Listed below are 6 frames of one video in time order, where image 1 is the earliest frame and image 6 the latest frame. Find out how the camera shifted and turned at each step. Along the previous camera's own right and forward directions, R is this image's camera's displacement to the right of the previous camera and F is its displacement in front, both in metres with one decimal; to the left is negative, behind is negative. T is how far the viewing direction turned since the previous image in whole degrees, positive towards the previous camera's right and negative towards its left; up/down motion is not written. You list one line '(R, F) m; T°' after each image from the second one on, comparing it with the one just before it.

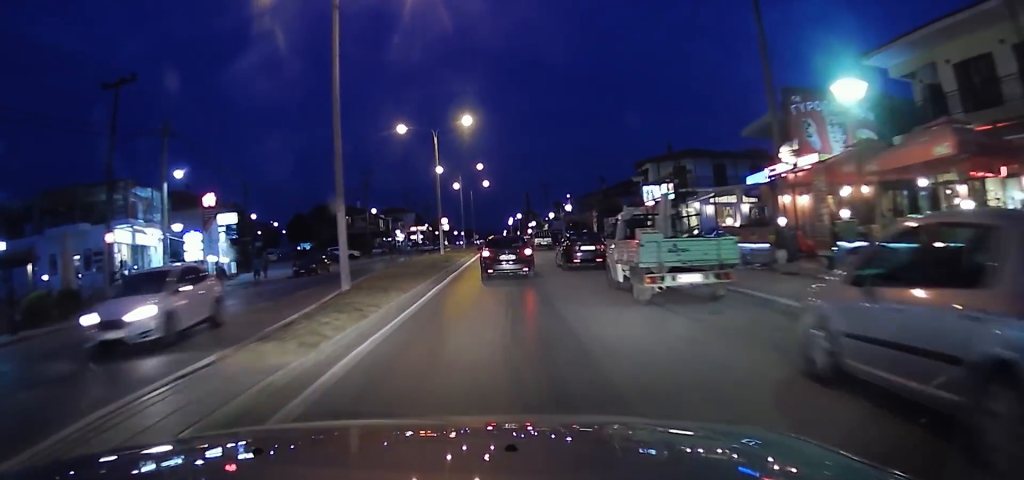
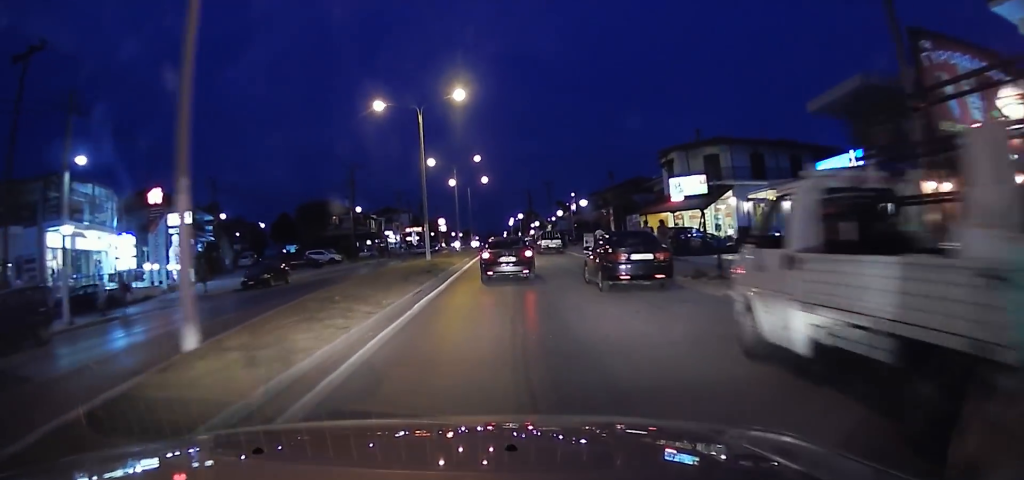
(0.0, +8.9) m; +2°
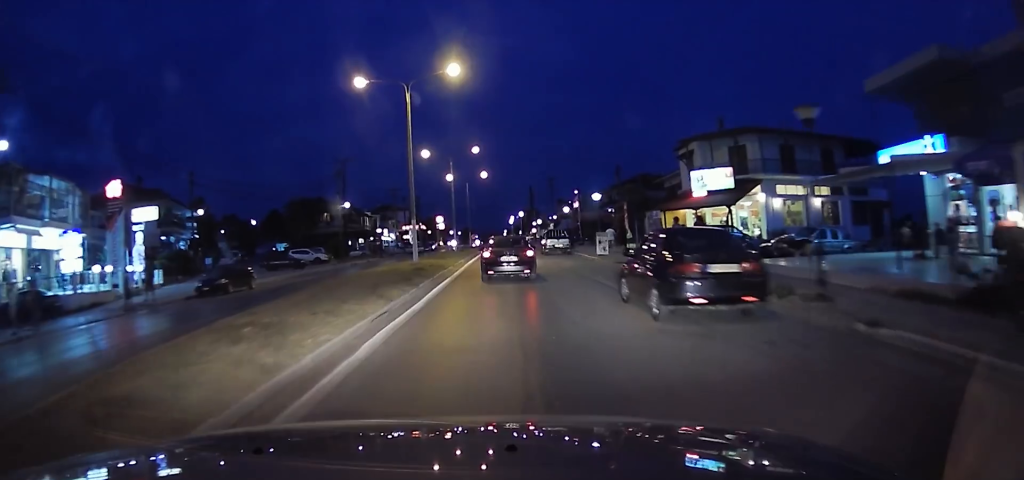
(-0.3, +5.2) m; +2°
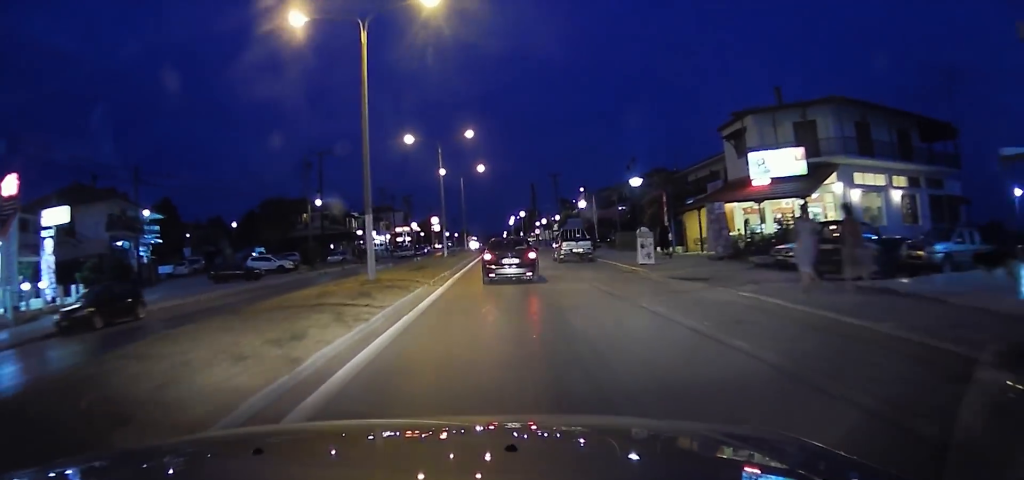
(+0.8, +9.9) m; -3°
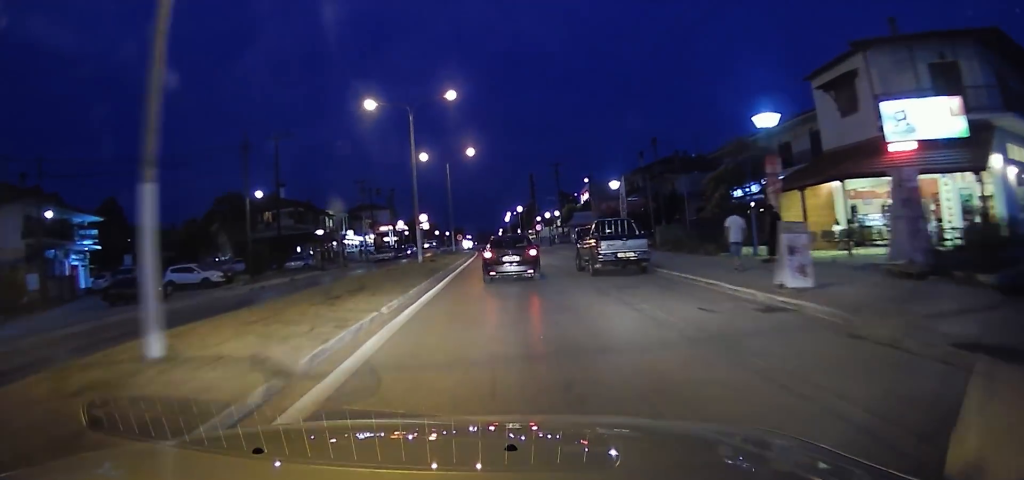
(-1.3, +12.8) m; +1°
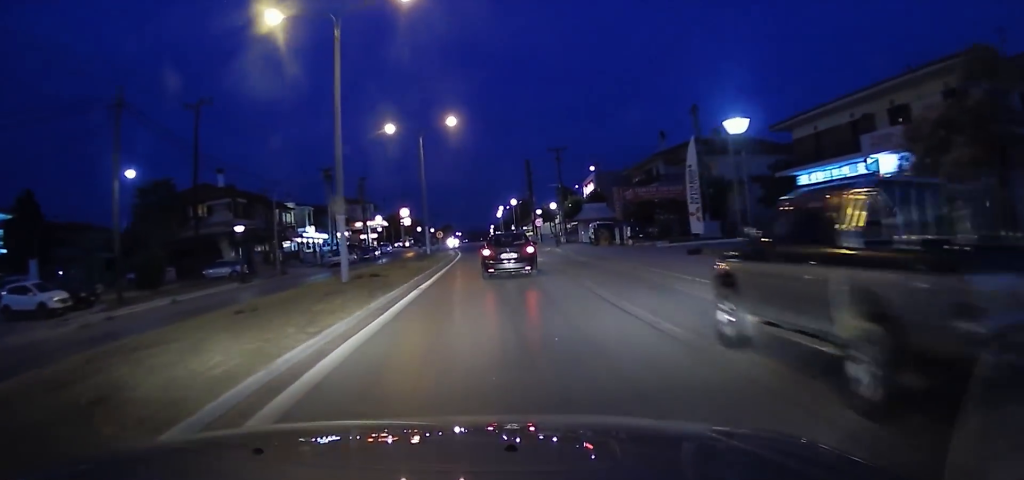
(+1.1, +15.5) m; -1°
